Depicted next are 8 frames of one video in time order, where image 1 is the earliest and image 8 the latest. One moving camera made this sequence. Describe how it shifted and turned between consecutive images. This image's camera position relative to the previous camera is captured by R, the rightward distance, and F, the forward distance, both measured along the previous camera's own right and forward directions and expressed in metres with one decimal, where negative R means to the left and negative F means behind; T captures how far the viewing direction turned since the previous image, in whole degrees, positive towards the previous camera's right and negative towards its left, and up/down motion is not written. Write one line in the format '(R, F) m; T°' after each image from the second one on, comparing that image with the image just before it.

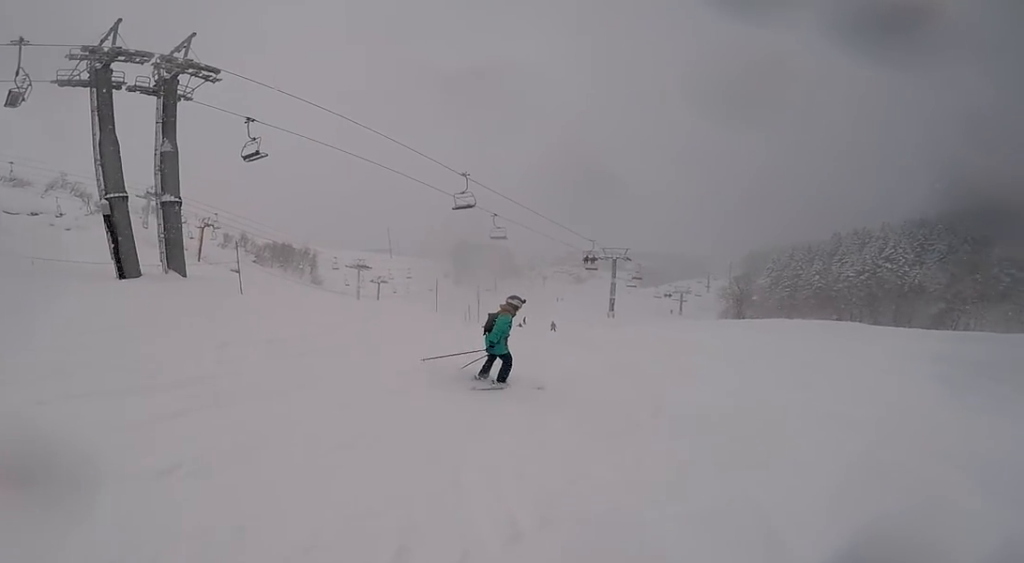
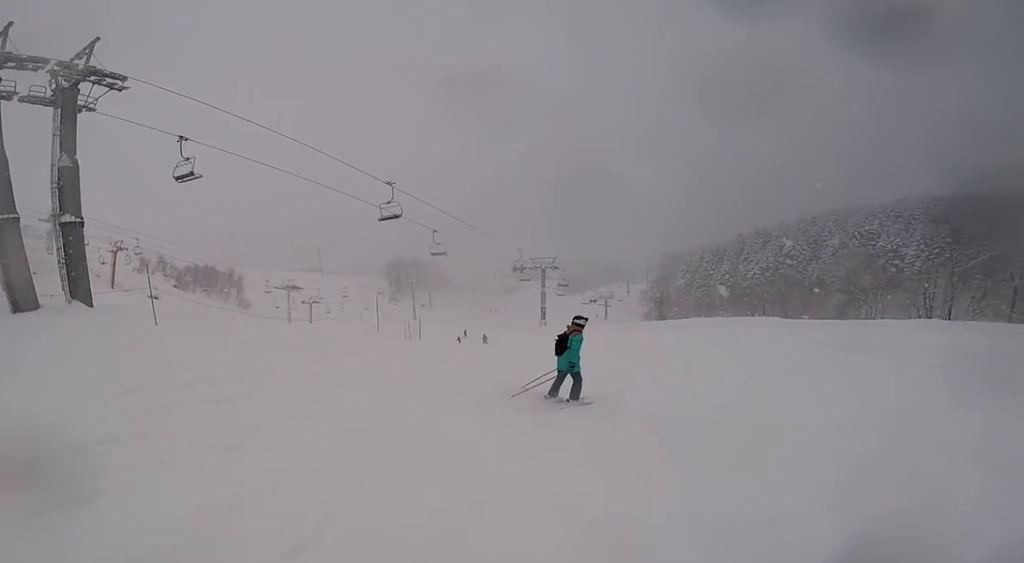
(0.0, +1.4) m; 0°
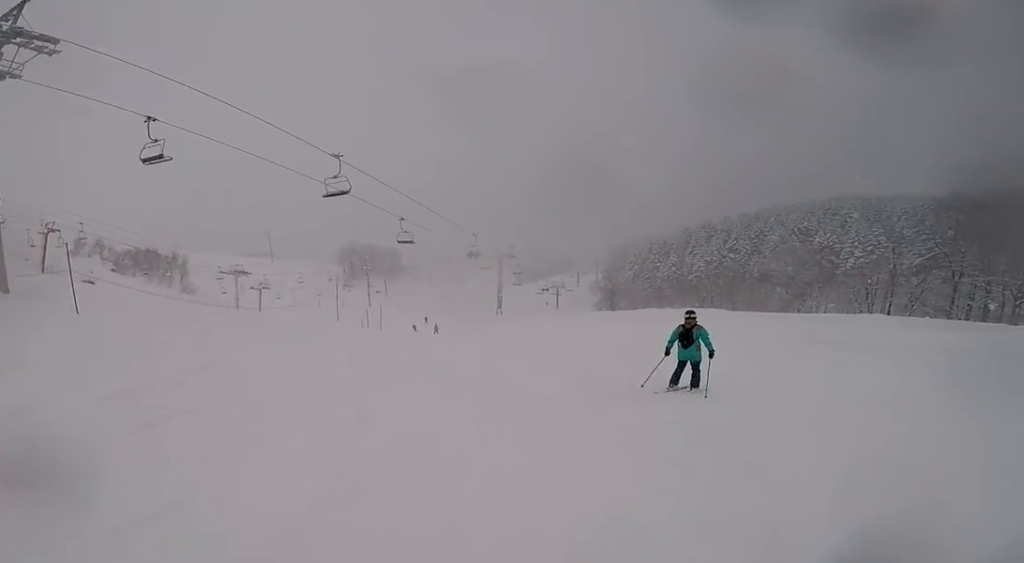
(0.0, +2.0) m; +1°
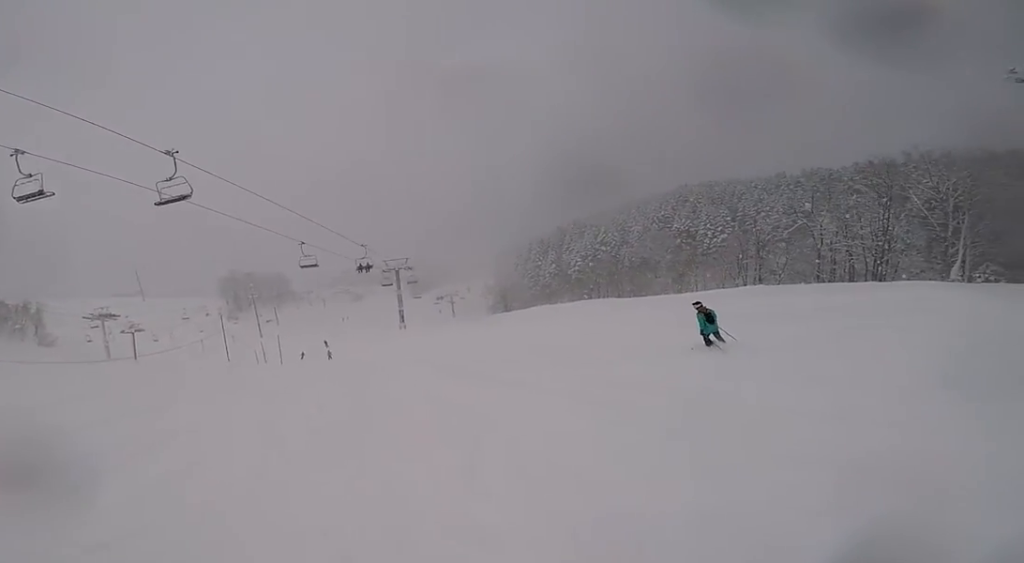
(+0.1, +3.8) m; +23°
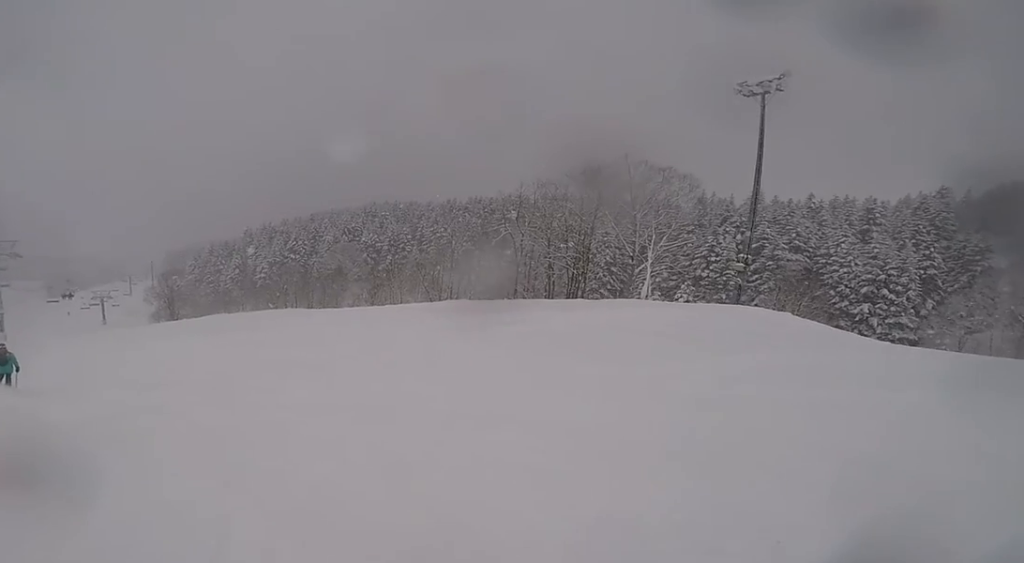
(+7.1, +11.3) m; +21°
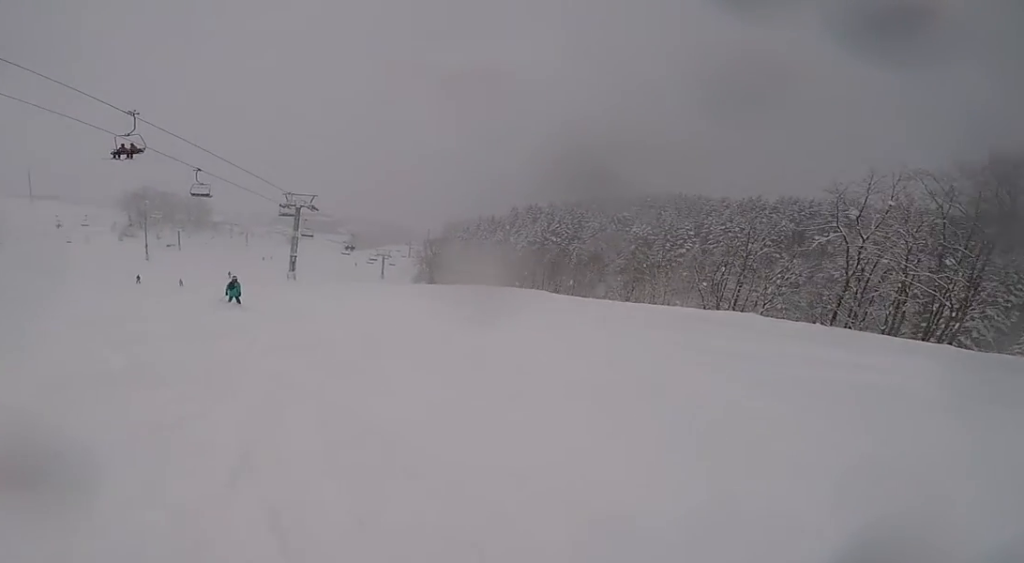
(-0.7, +4.4) m; -12°
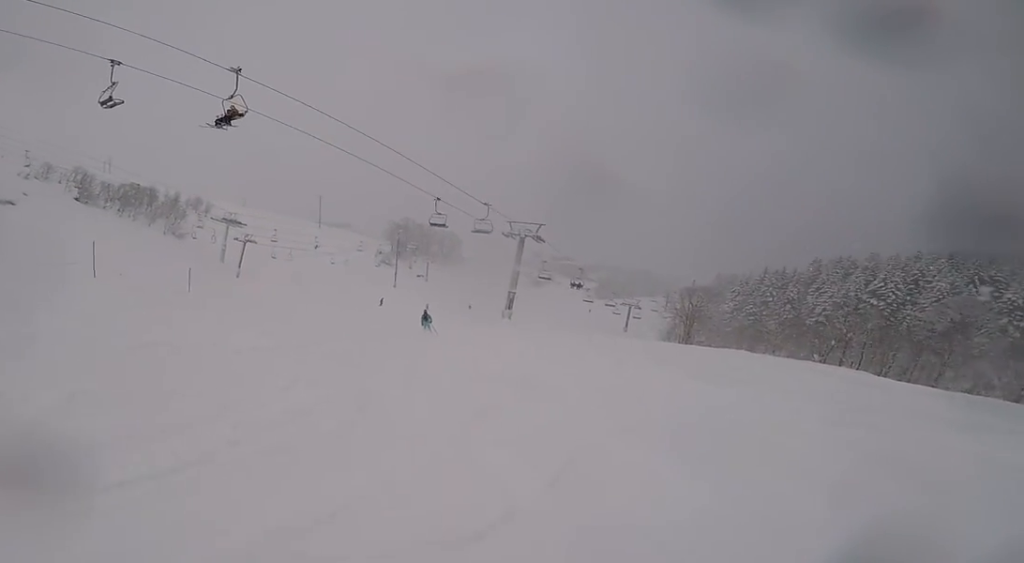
(-1.1, +9.7) m; -31°
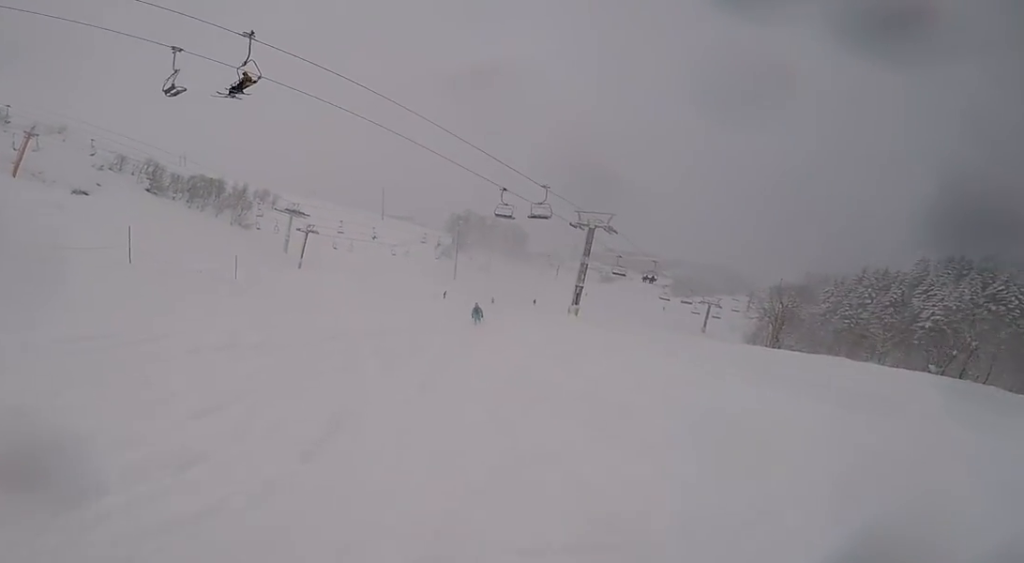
(-1.1, +2.3) m; -8°
